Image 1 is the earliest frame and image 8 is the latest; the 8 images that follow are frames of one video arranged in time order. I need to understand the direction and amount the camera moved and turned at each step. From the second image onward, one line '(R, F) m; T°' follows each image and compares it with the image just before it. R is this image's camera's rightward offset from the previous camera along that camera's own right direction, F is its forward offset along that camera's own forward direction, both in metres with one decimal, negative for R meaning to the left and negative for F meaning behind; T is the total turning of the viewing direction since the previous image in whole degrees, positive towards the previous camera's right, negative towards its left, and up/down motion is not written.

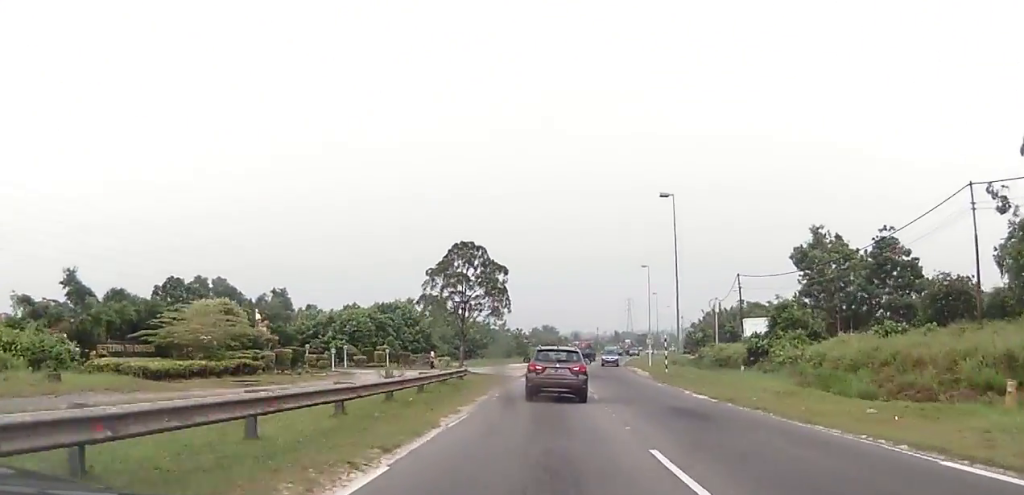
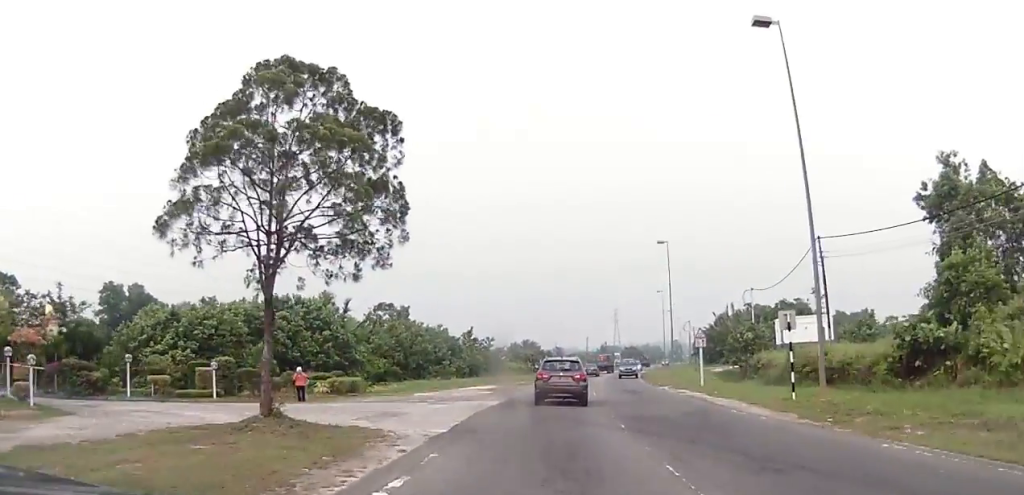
(0.0, +28.1) m; +2°
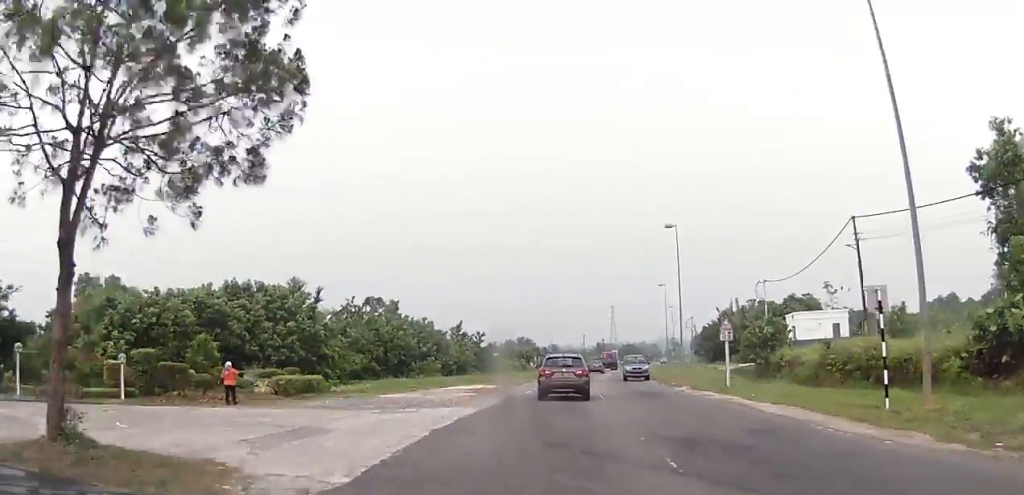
(+0.2, +6.3) m; 0°
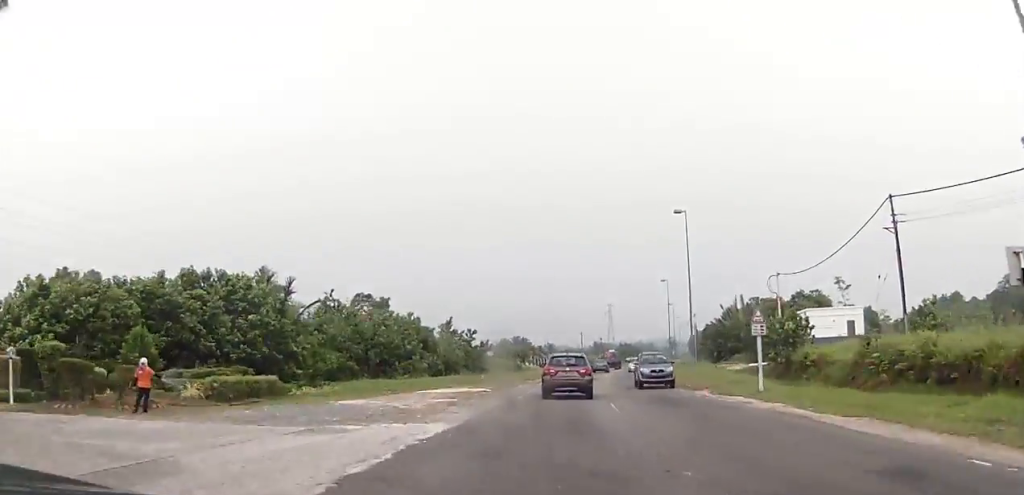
(+0.2, +5.2) m; 0°
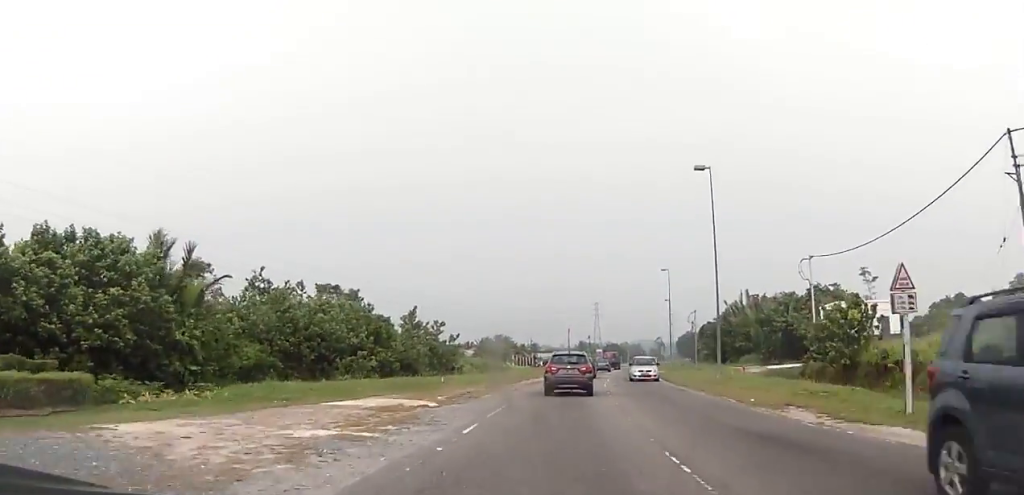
(-0.4, +12.1) m; 0°
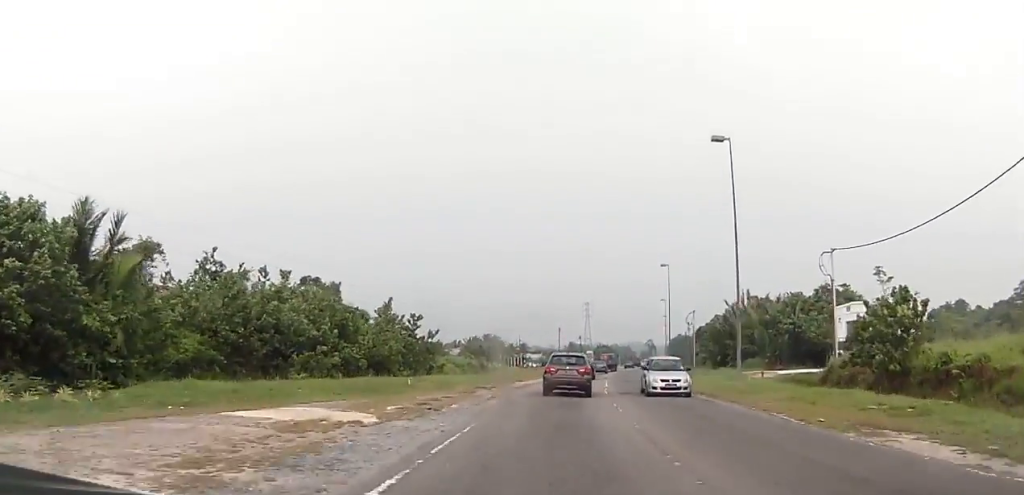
(+0.2, +6.1) m; 0°
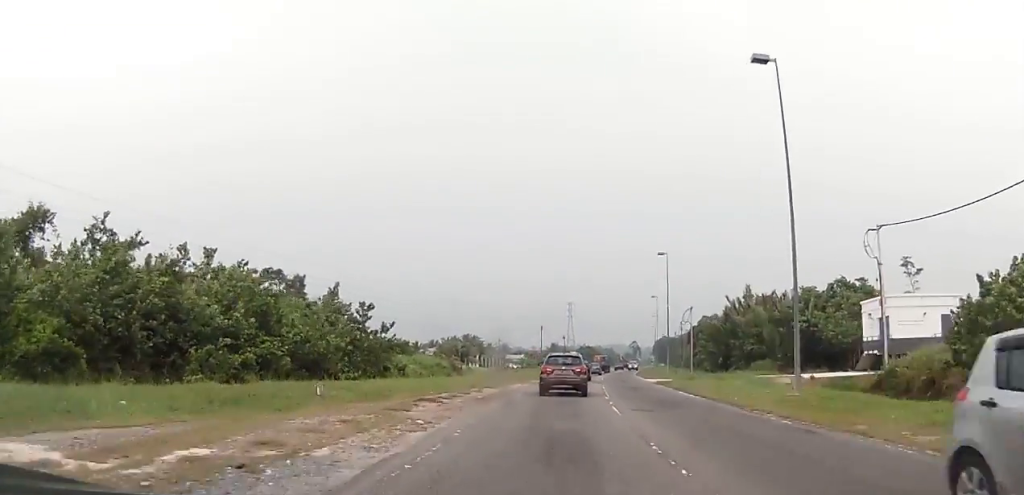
(+0.2, +9.9) m; +1°
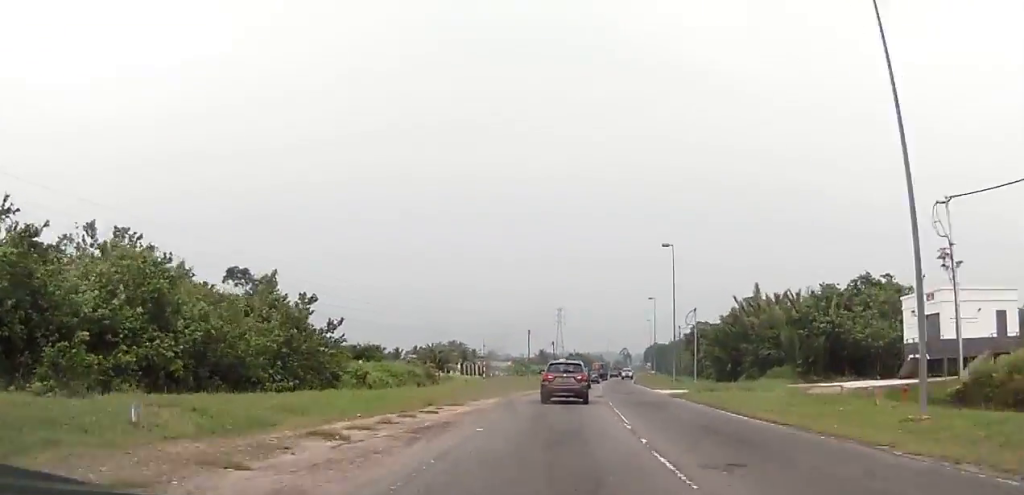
(-0.5, +8.9) m; +2°
